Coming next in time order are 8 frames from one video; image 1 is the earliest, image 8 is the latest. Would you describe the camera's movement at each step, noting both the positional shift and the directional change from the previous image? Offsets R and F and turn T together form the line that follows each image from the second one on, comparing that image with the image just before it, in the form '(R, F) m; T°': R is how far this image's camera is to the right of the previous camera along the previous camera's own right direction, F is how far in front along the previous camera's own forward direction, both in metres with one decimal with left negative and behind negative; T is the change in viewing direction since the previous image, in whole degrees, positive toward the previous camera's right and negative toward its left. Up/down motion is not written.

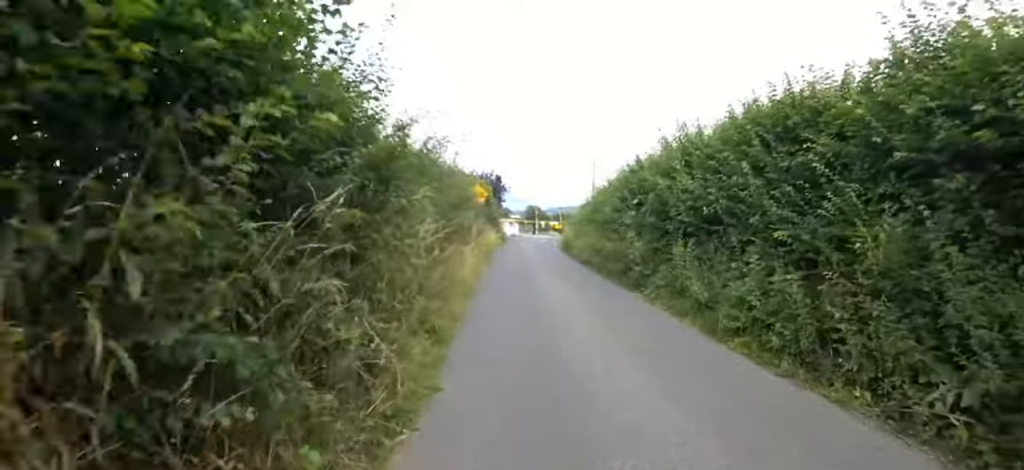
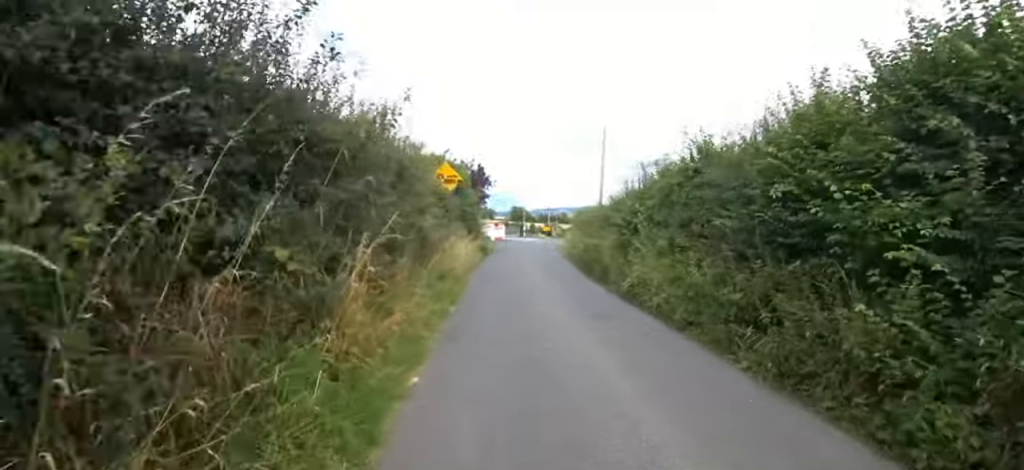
(+0.4, +7.7) m; +1°
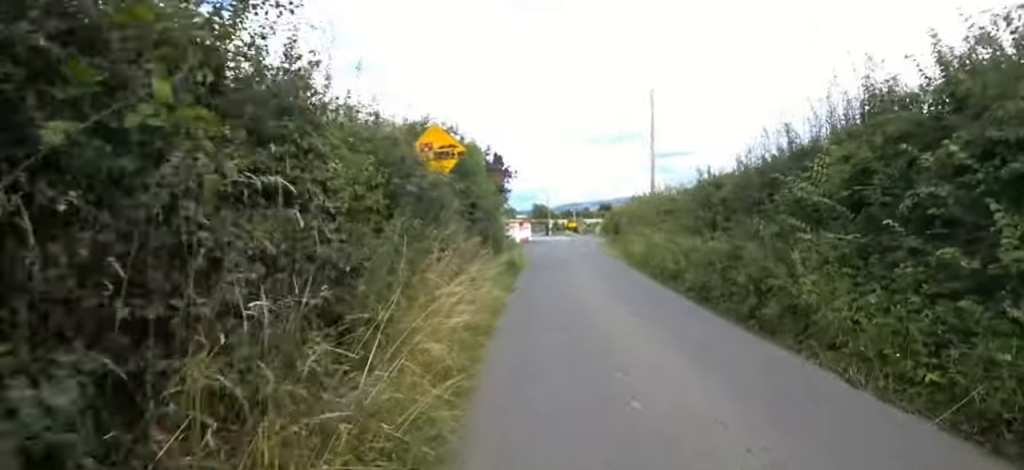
(-0.2, +5.5) m; 0°
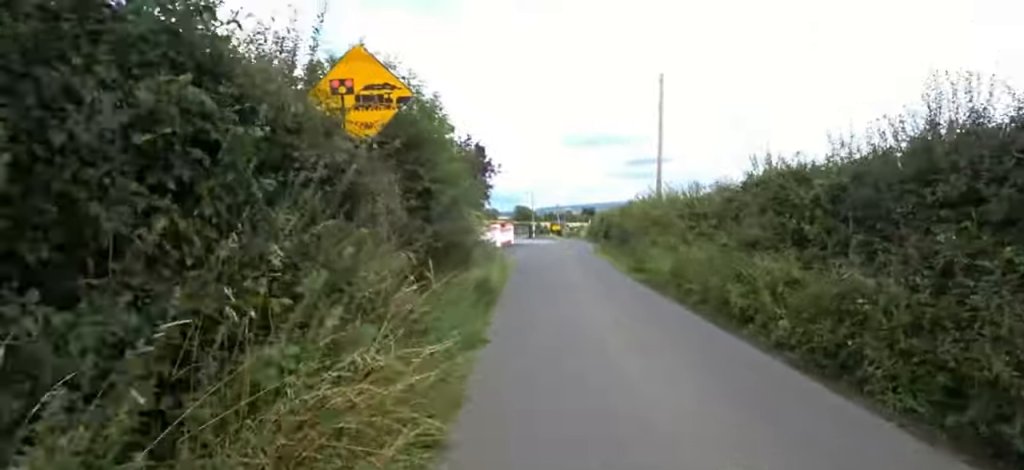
(+0.3, +3.2) m; 0°
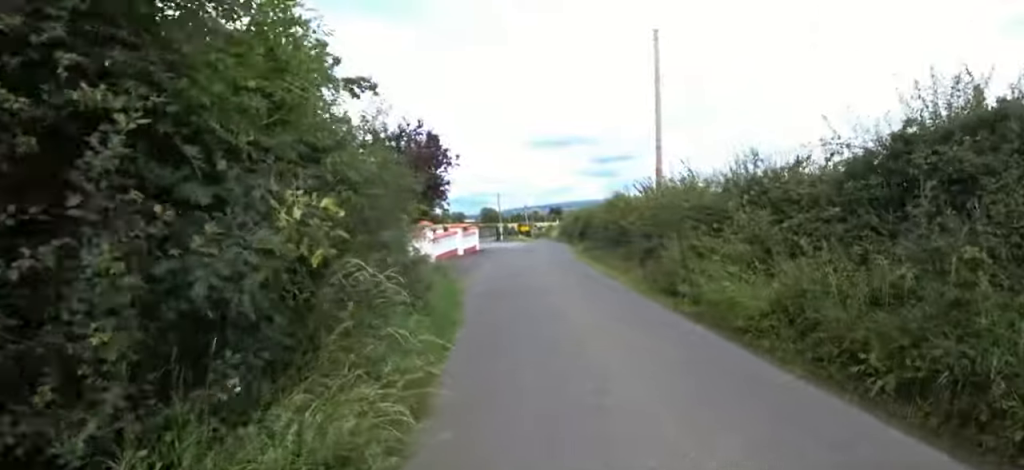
(-0.2, +4.2) m; 0°
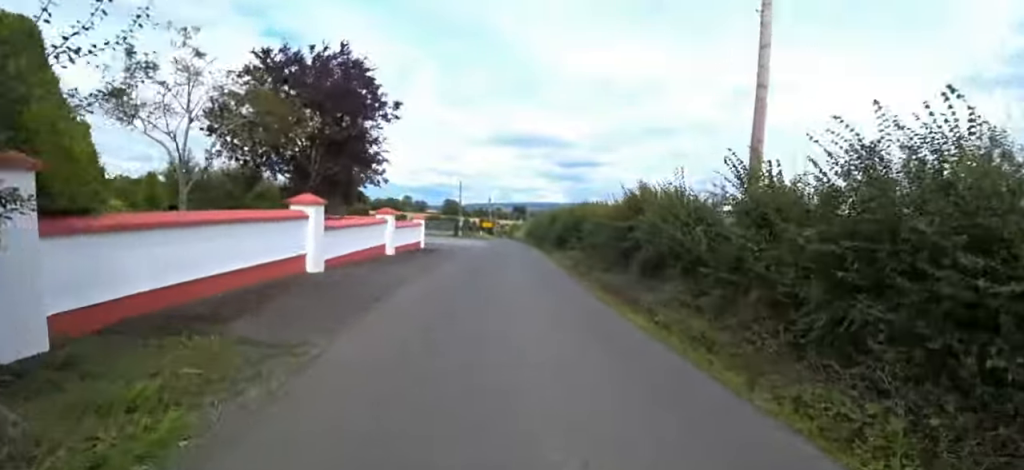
(+0.2, +7.2) m; +13°
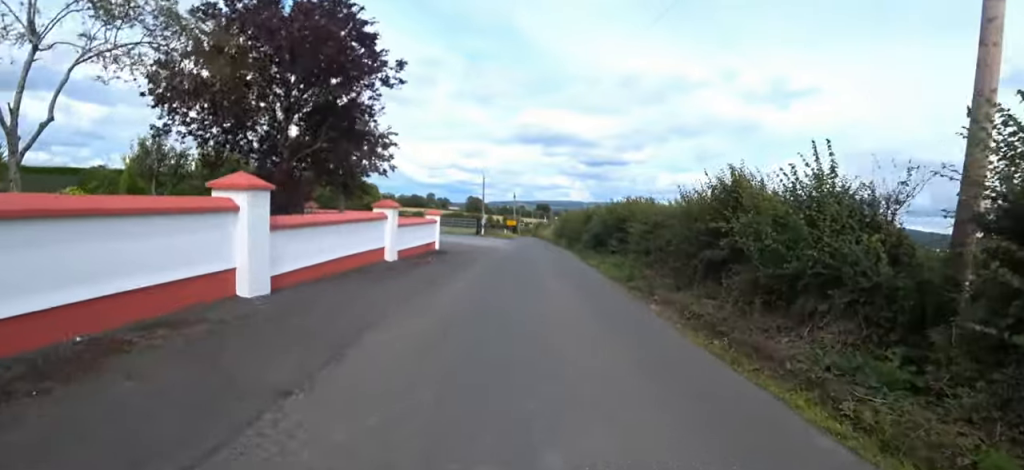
(+0.4, +3.1) m; +2°
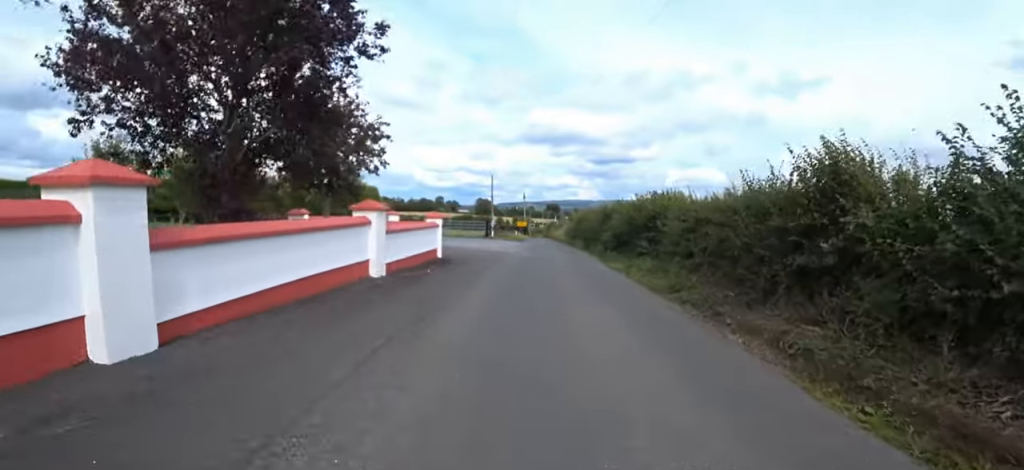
(+0.4, +2.1) m; 0°
